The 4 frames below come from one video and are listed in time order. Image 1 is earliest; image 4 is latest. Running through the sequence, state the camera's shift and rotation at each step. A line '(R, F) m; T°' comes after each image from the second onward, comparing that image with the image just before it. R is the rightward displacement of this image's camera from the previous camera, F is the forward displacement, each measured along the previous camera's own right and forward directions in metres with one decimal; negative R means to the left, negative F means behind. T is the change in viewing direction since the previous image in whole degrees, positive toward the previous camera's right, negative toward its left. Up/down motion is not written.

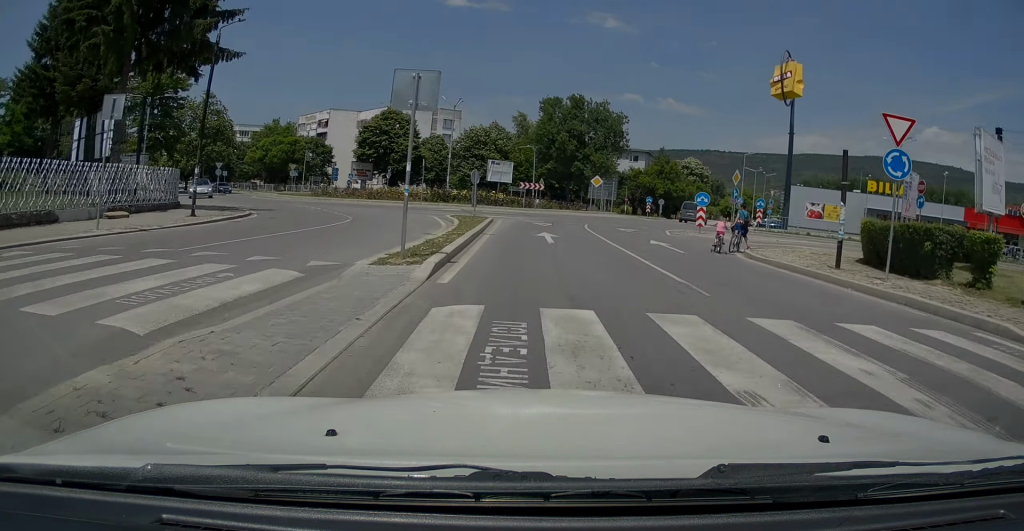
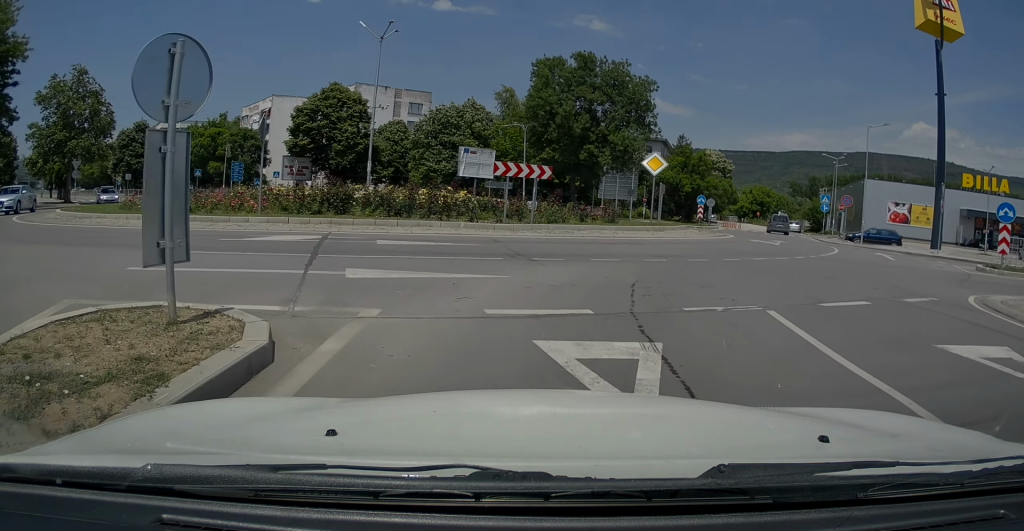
(-0.5, +23.0) m; +1°
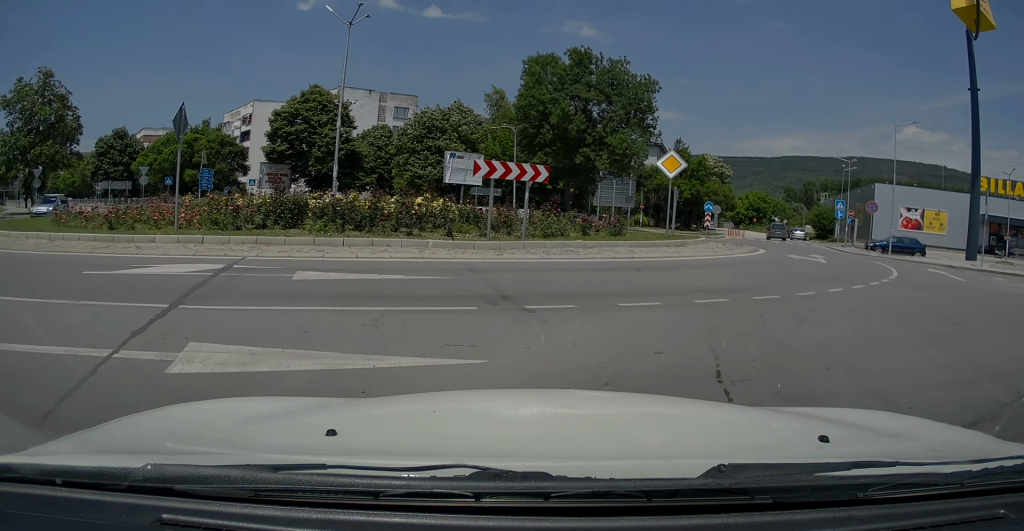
(+0.2, +3.9) m; +9°
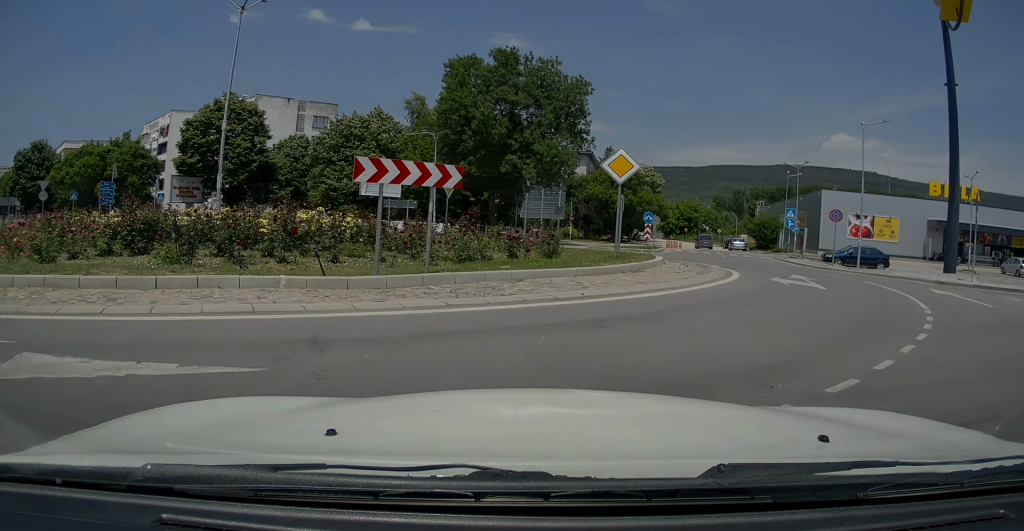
(+0.2, +3.0) m; +8°
